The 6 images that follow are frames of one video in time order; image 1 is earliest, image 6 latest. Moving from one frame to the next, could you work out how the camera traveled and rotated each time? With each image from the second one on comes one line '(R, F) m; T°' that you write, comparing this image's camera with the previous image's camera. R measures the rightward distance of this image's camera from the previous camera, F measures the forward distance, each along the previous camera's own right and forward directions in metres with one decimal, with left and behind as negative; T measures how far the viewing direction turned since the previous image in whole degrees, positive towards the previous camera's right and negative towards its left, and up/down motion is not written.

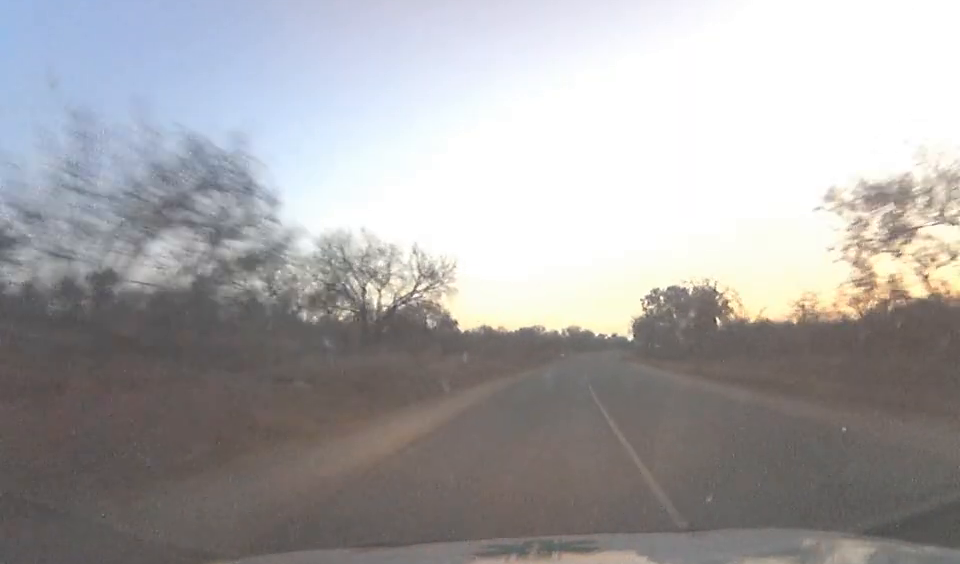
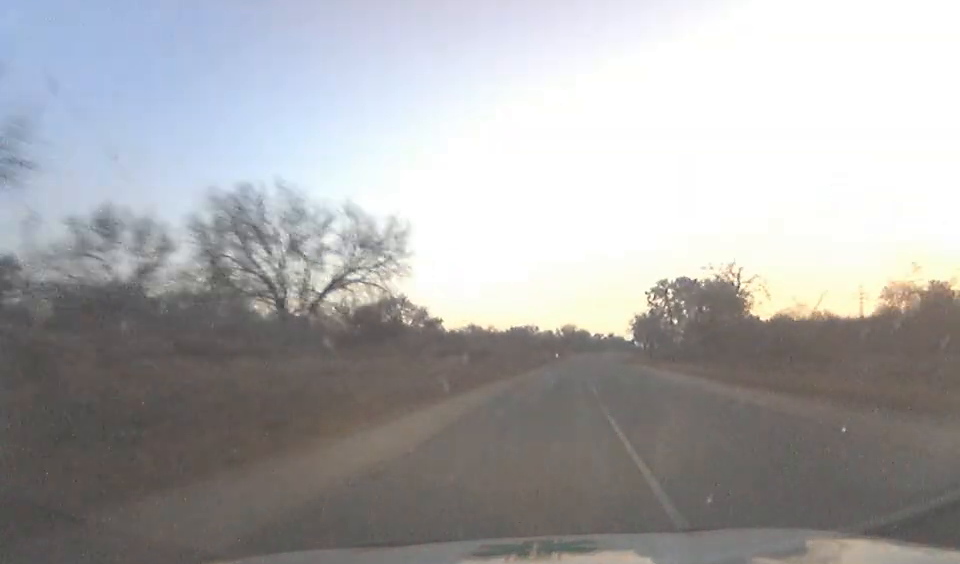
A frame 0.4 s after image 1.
(+1.1, +14.0) m; +2°
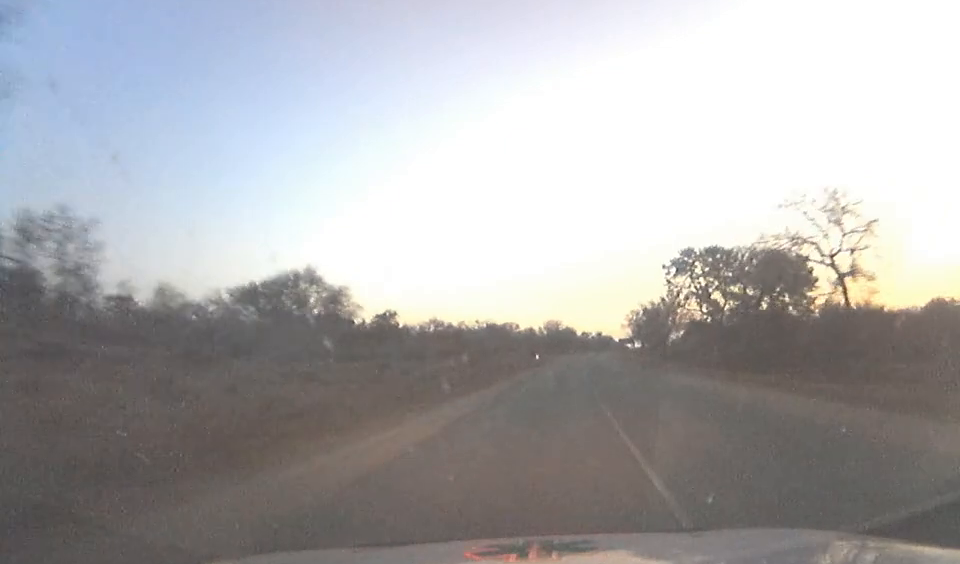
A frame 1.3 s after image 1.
(+1.5, +30.5) m; +3°
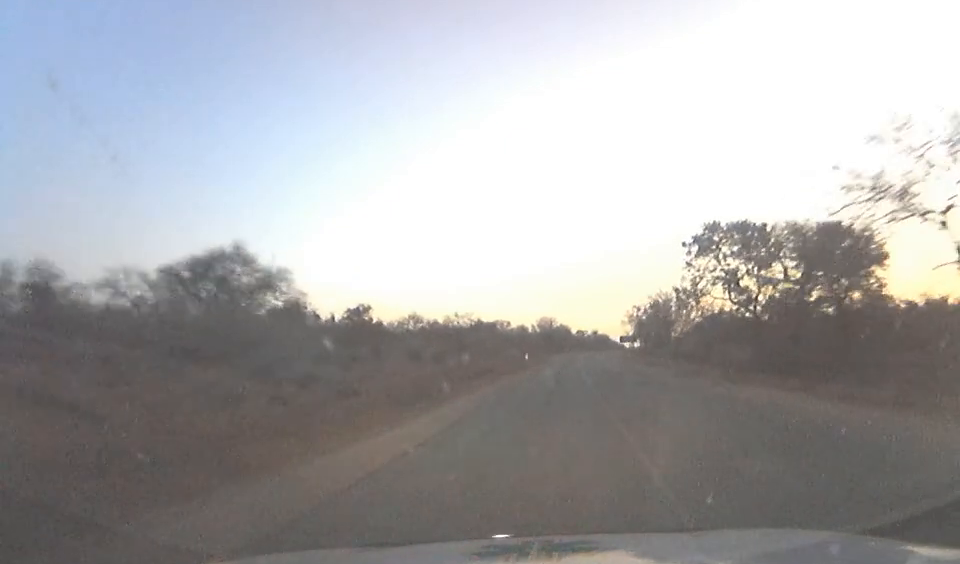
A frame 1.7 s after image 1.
(0.0, +14.2) m; 0°
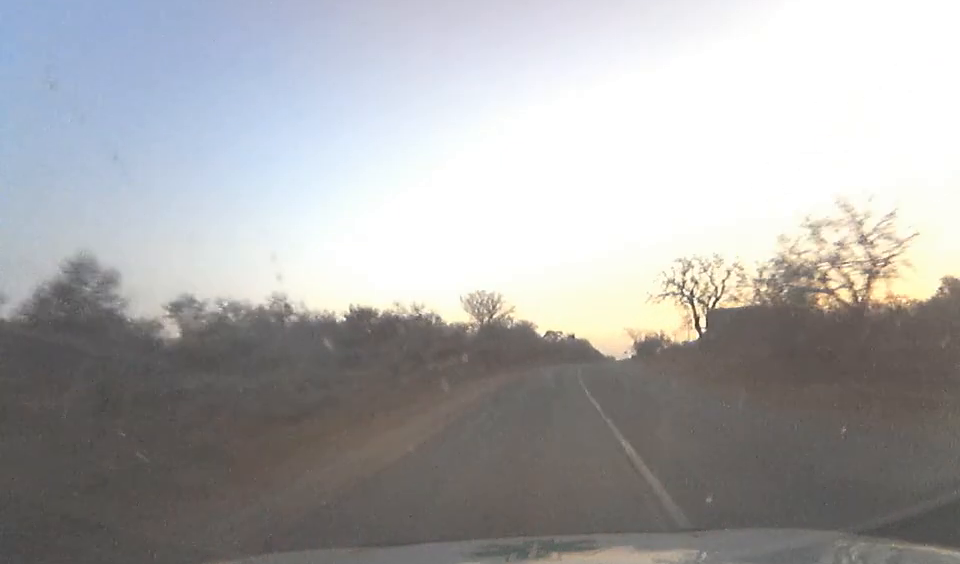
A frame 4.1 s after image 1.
(0.0, +86.5) m; 0°
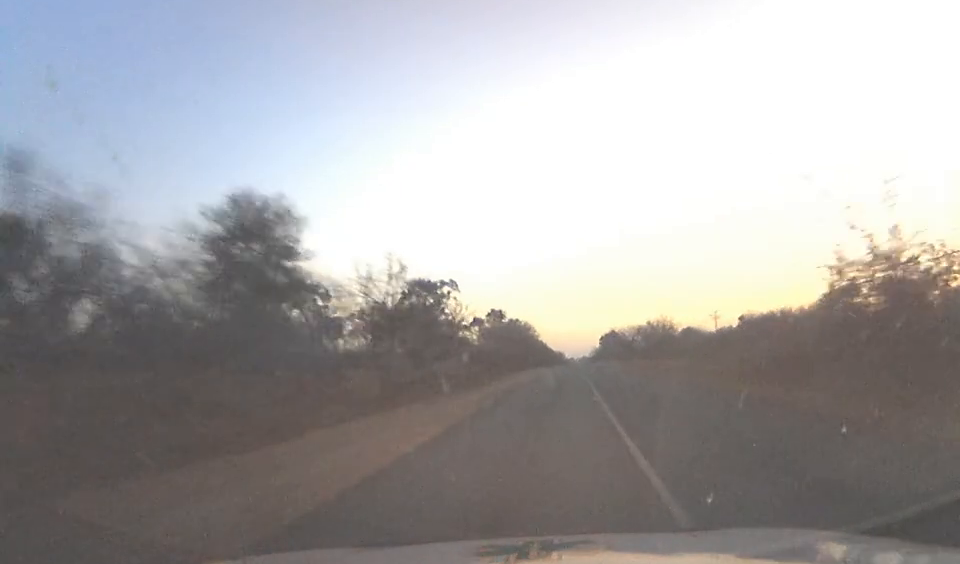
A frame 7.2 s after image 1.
(-0.1, +115.5) m; 0°
